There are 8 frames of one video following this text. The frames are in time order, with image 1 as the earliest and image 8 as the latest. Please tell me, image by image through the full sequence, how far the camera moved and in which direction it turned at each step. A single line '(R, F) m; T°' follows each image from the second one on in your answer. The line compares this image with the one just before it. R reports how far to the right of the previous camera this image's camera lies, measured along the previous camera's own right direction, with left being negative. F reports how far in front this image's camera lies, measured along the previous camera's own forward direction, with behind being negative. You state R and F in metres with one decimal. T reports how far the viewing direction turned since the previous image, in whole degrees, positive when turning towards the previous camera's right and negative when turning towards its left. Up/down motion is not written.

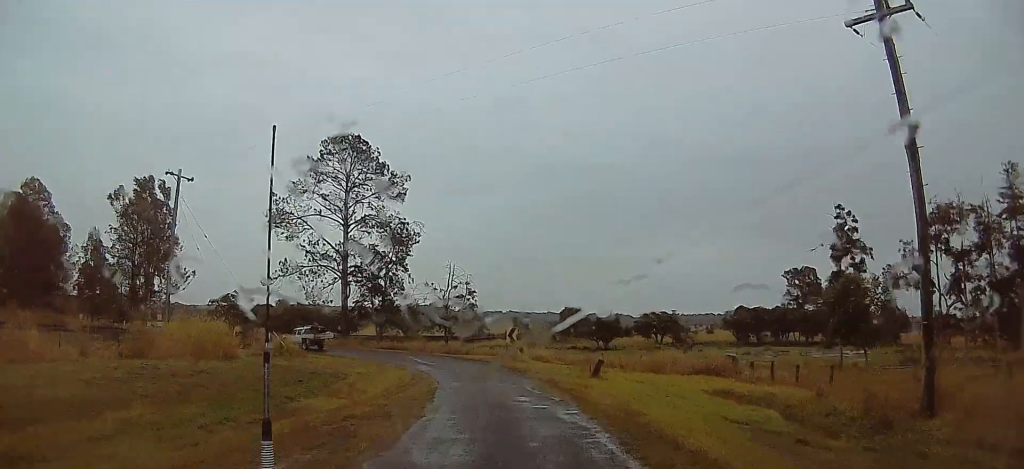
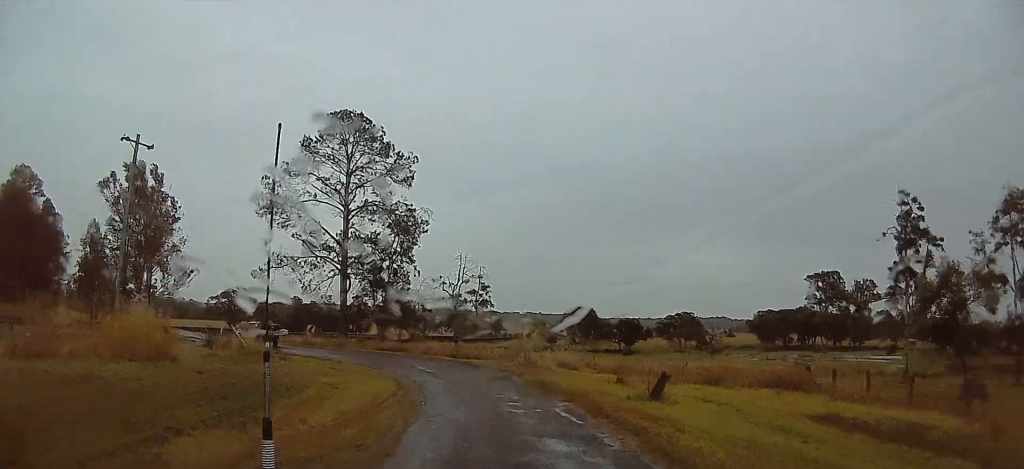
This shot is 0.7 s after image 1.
(0.0, +7.8) m; +2°
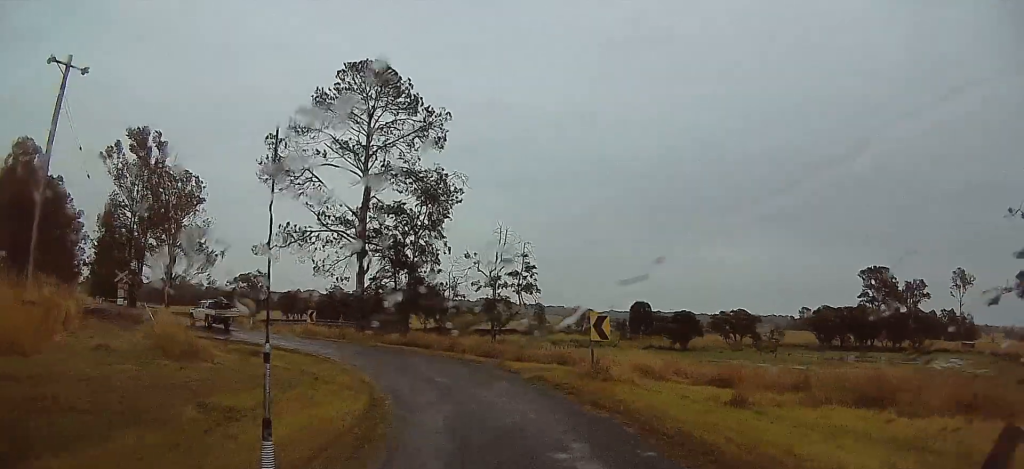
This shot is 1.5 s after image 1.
(+0.2, +10.6) m; 0°
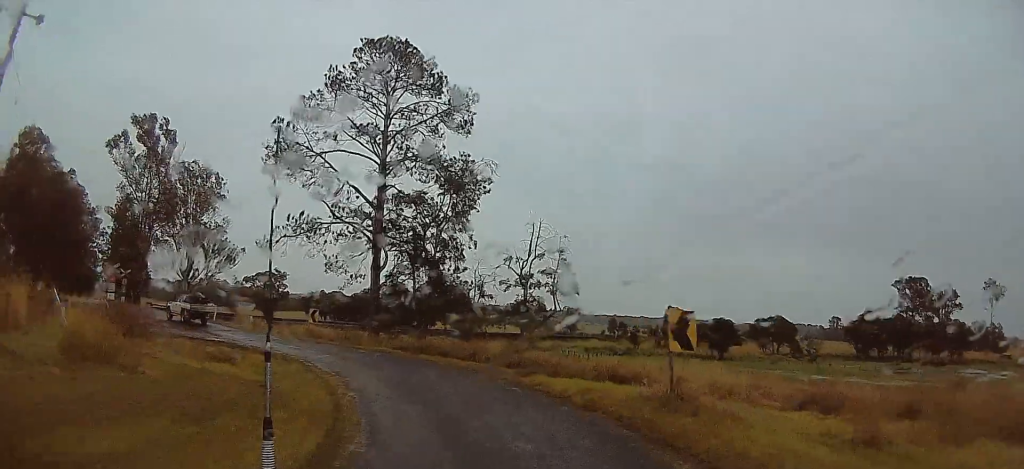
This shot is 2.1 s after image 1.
(+0.5, +6.0) m; -2°
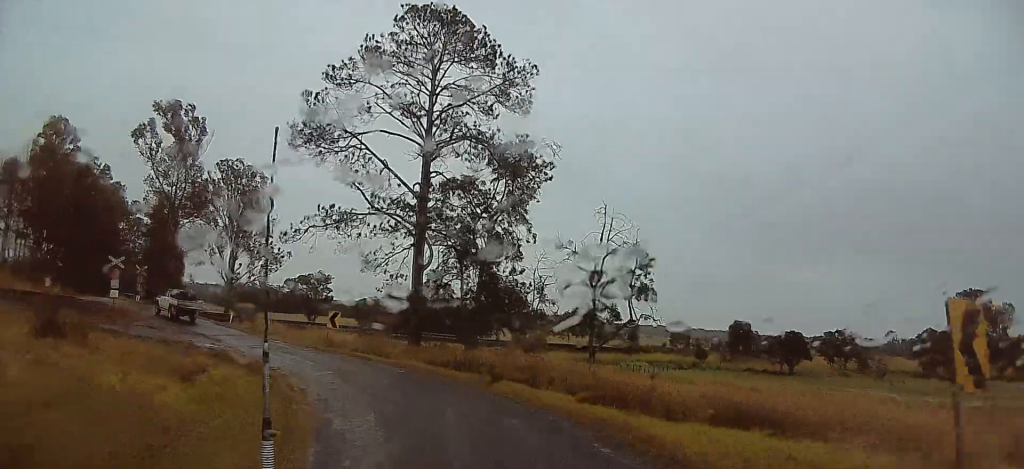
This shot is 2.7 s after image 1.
(-0.6, +6.8) m; -10°
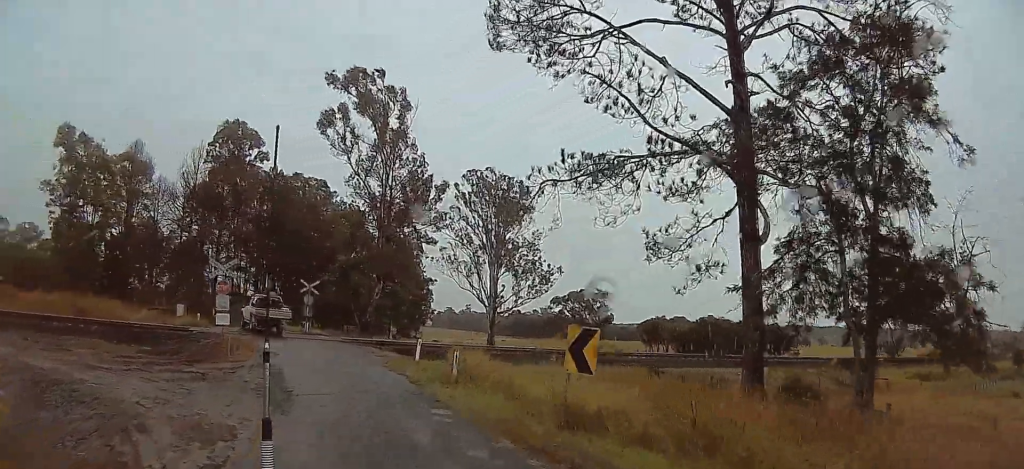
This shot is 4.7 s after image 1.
(-5.3, +18.4) m; -24°
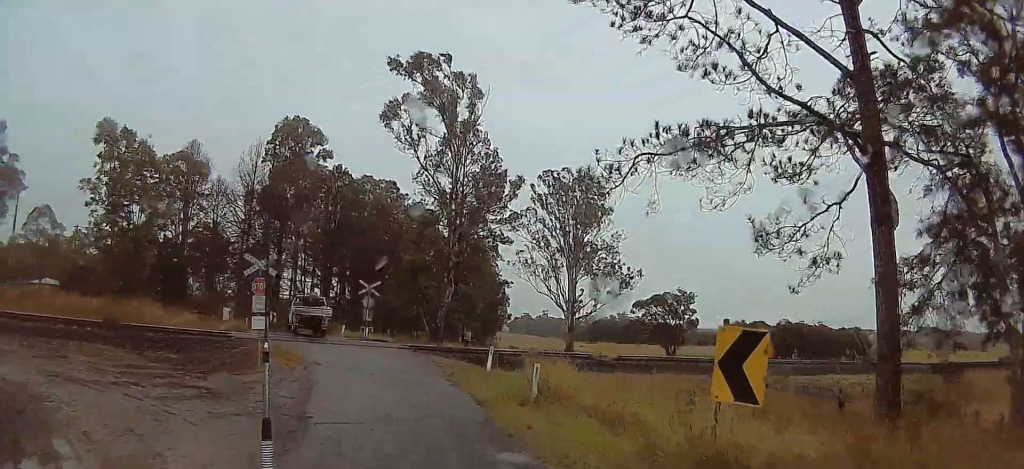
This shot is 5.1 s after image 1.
(0.0, +3.9) m; 0°
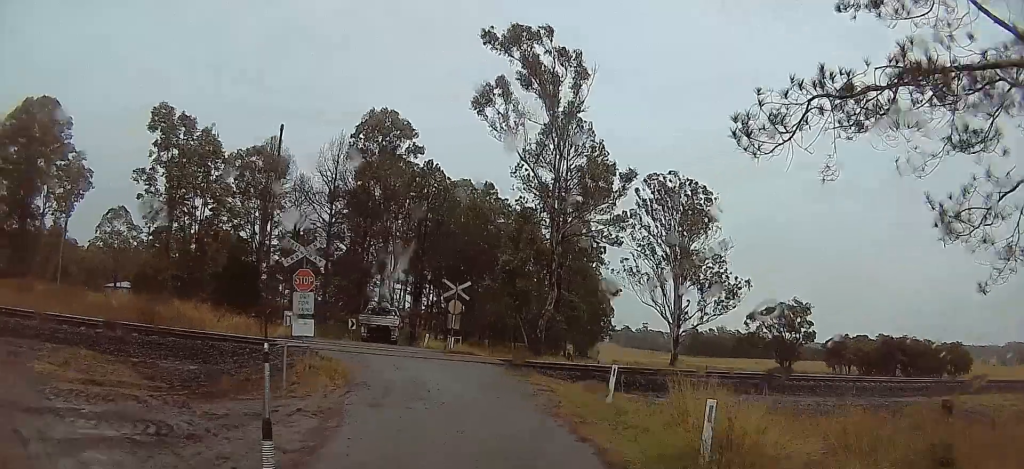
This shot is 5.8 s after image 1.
(0.0, +5.7) m; 0°
